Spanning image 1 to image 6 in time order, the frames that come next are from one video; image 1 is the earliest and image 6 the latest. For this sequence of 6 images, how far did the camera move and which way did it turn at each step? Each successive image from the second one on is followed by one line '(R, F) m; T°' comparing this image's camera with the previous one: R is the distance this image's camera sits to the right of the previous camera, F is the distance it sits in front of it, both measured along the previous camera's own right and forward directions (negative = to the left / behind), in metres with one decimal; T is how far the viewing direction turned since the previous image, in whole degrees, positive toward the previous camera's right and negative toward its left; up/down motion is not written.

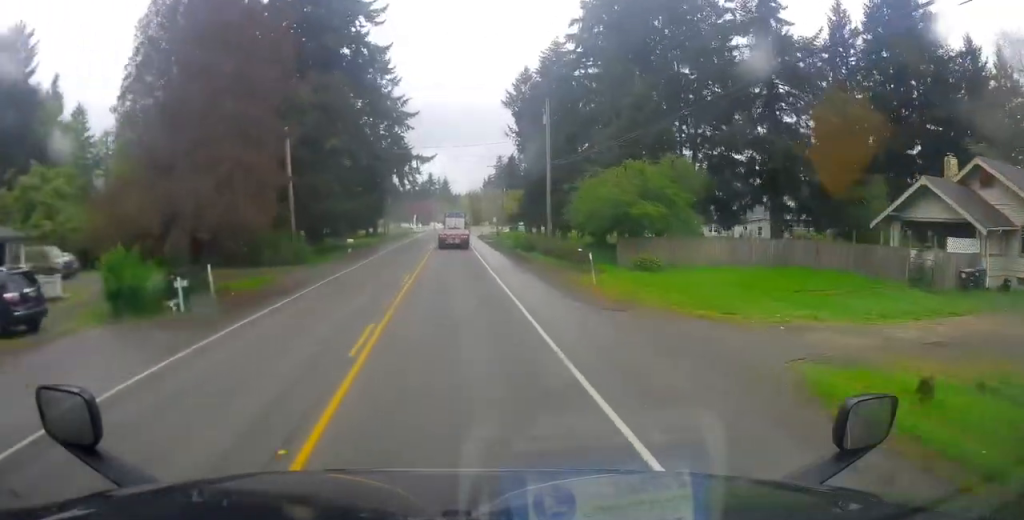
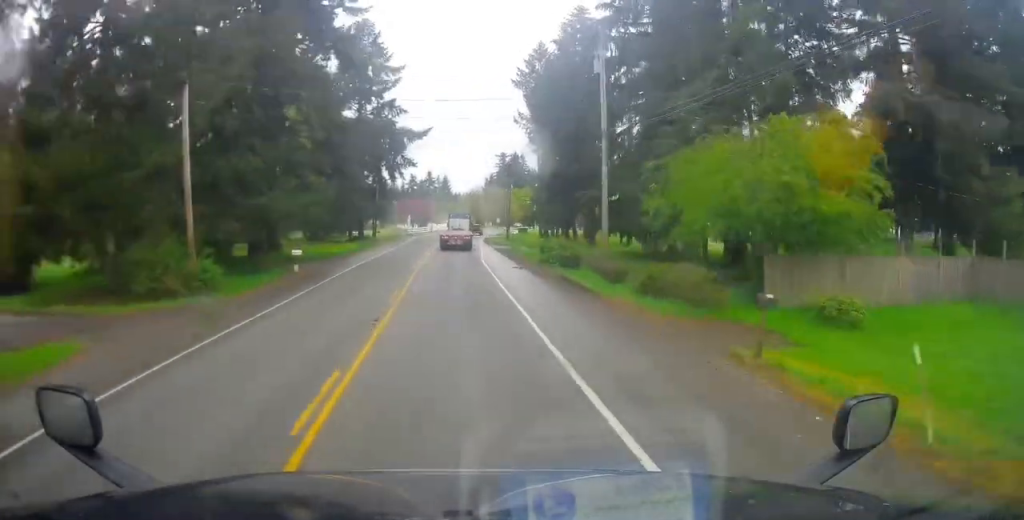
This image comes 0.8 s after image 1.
(-0.3, +15.6) m; 0°
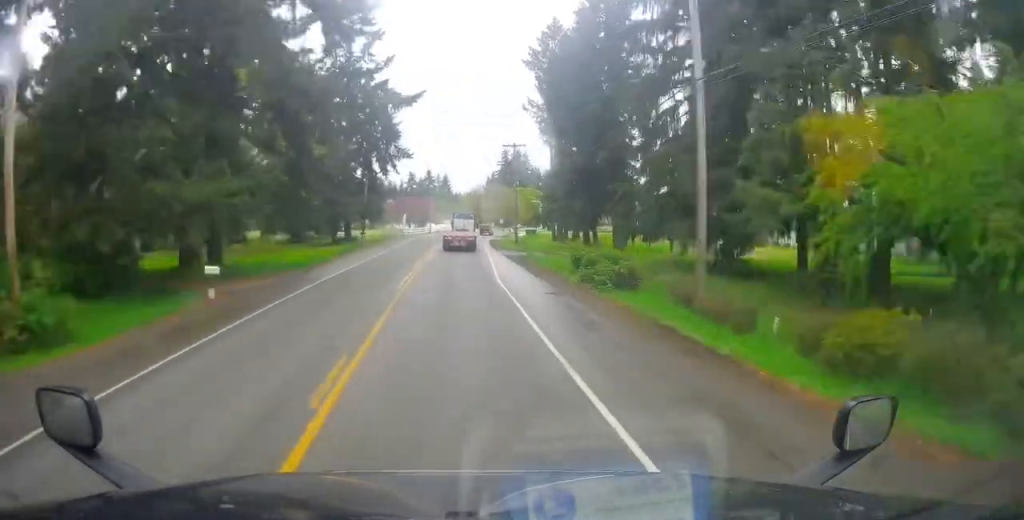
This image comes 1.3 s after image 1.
(+0.1, +10.8) m; 0°
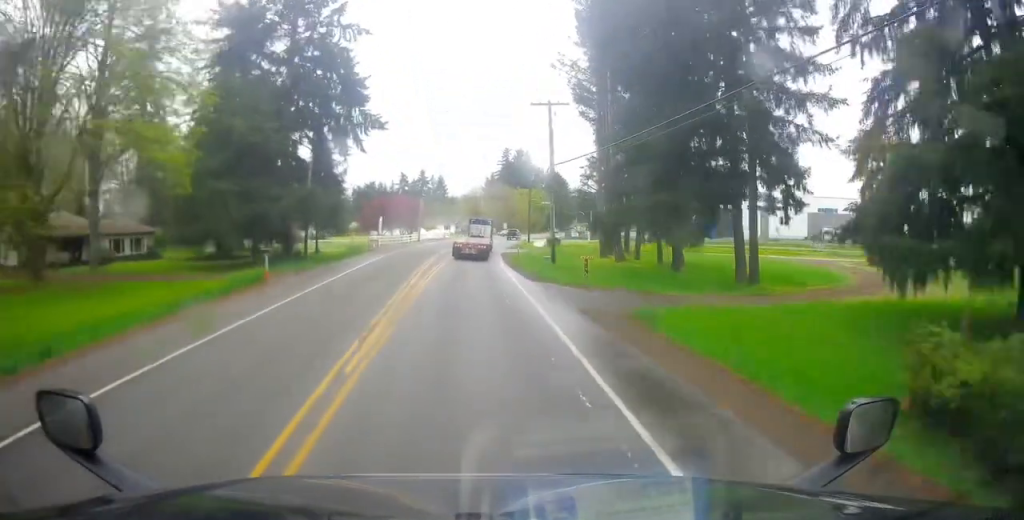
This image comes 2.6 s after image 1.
(-0.1, +26.0) m; 0°
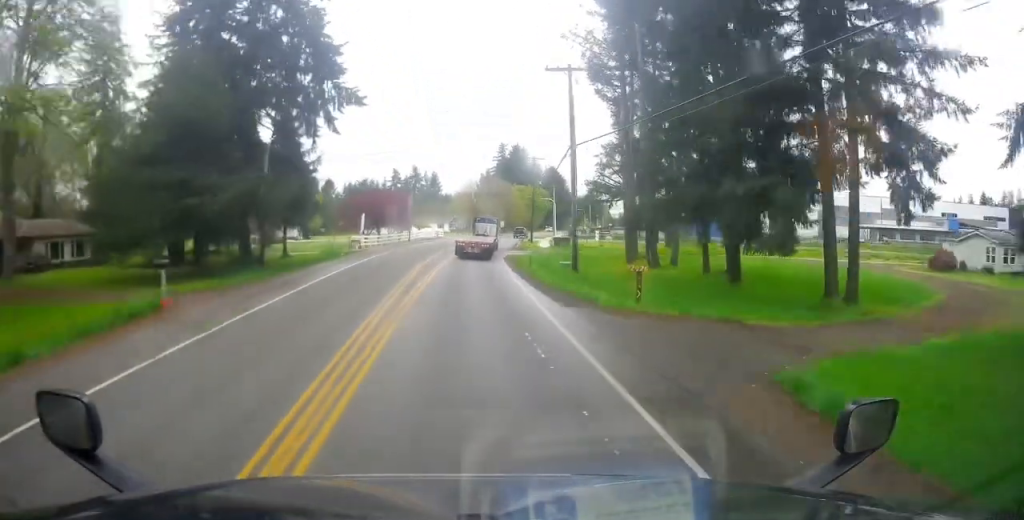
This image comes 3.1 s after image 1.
(0.0, +9.2) m; 0°
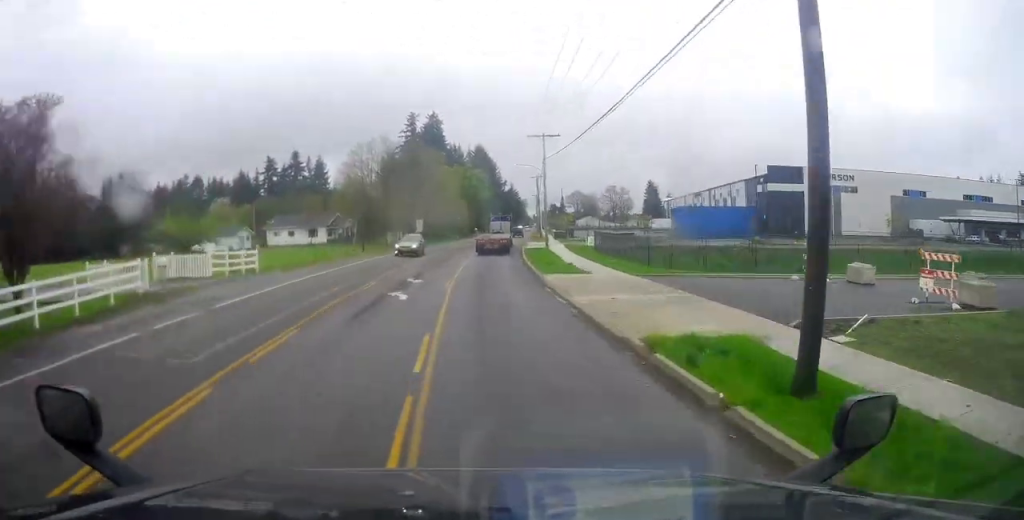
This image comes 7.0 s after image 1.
(+7.0, +73.7) m; +11°
